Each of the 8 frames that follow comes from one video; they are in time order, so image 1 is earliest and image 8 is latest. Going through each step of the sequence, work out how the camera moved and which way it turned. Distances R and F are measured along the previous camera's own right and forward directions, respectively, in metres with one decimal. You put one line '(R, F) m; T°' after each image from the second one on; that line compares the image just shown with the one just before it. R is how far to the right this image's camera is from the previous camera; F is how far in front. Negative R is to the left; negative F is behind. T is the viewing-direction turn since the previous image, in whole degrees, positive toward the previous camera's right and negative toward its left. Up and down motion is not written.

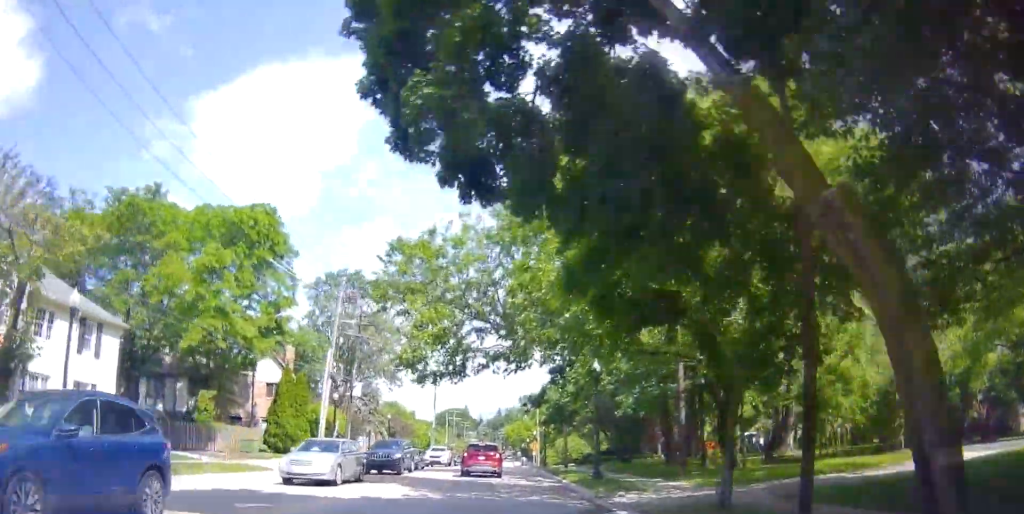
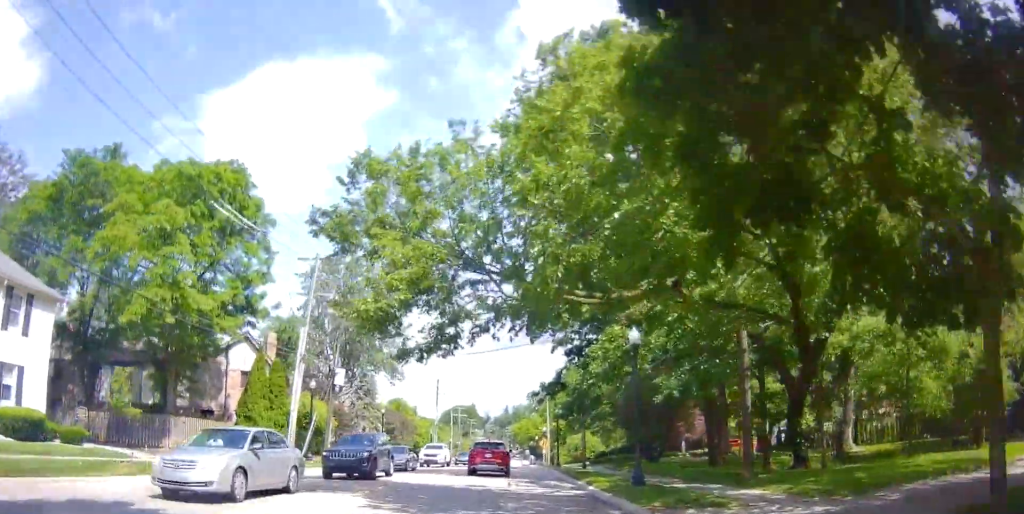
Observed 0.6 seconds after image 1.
(+0.1, +4.2) m; +1°
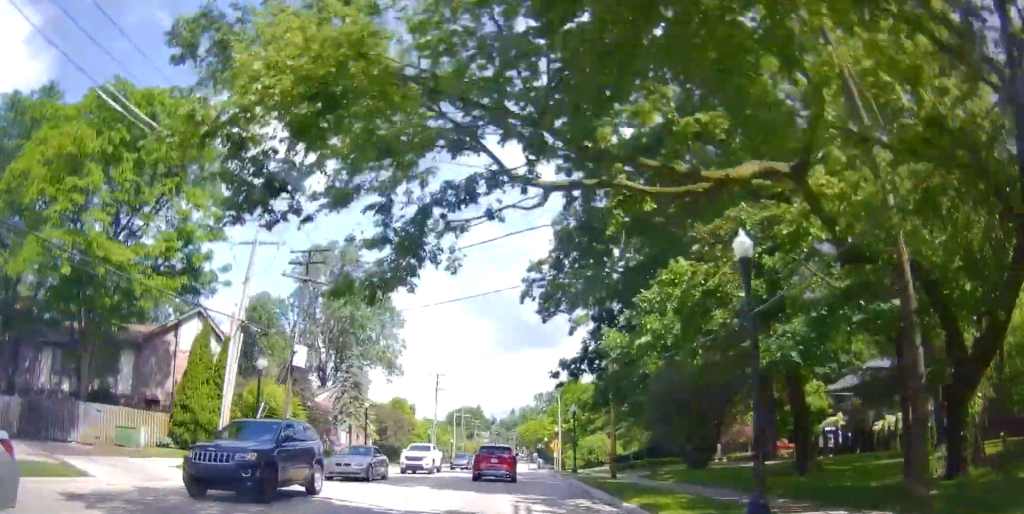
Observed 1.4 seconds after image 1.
(0.0, +5.9) m; 0°
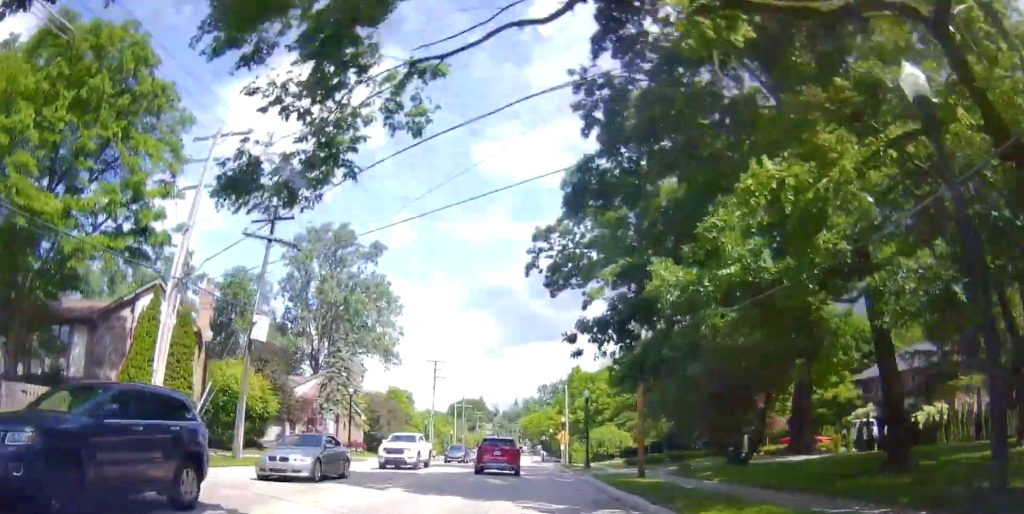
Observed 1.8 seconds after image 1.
(0.0, +3.9) m; 0°
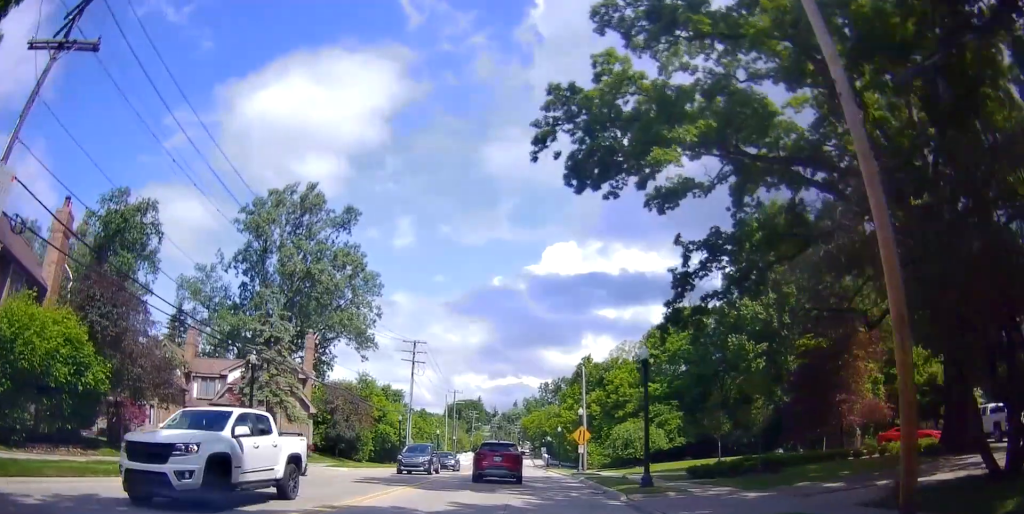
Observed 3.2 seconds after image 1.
(+0.1, +12.2) m; -2°
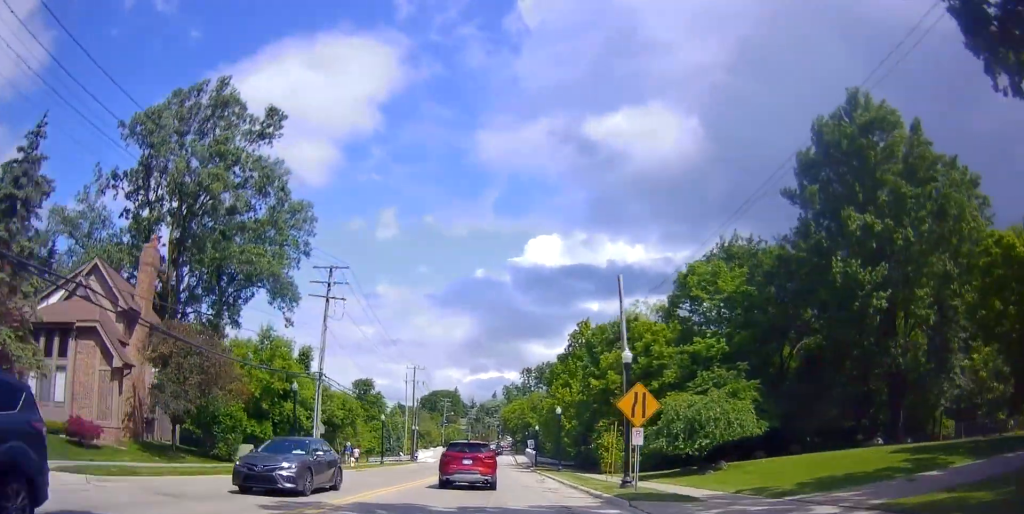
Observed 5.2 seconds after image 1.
(-0.2, +21.0) m; 0°
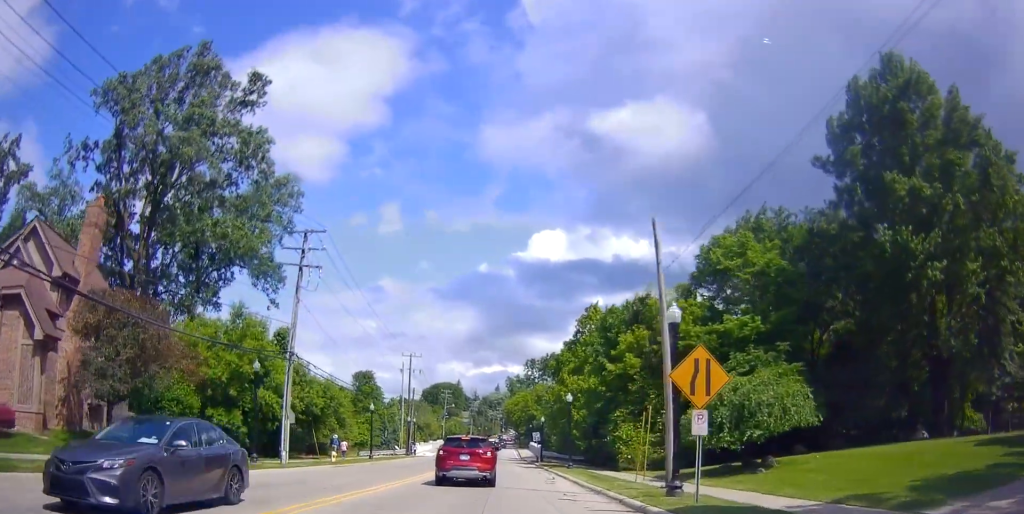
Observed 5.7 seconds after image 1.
(+0.1, +5.5) m; 0°
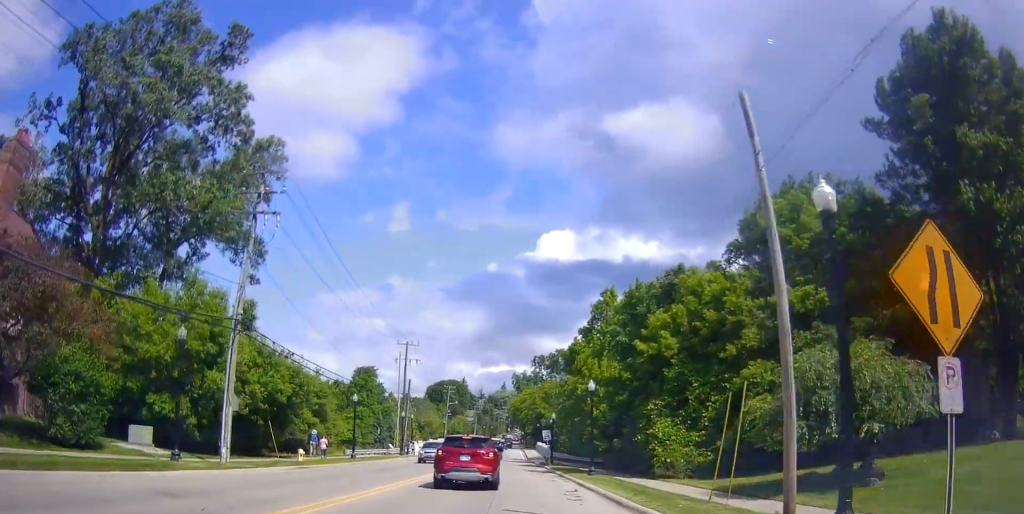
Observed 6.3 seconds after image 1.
(-0.6, +7.5) m; 0°
